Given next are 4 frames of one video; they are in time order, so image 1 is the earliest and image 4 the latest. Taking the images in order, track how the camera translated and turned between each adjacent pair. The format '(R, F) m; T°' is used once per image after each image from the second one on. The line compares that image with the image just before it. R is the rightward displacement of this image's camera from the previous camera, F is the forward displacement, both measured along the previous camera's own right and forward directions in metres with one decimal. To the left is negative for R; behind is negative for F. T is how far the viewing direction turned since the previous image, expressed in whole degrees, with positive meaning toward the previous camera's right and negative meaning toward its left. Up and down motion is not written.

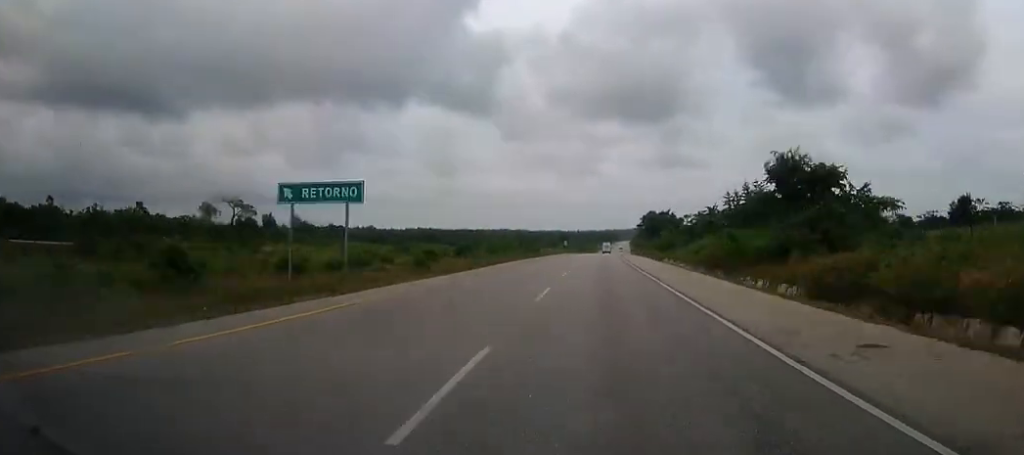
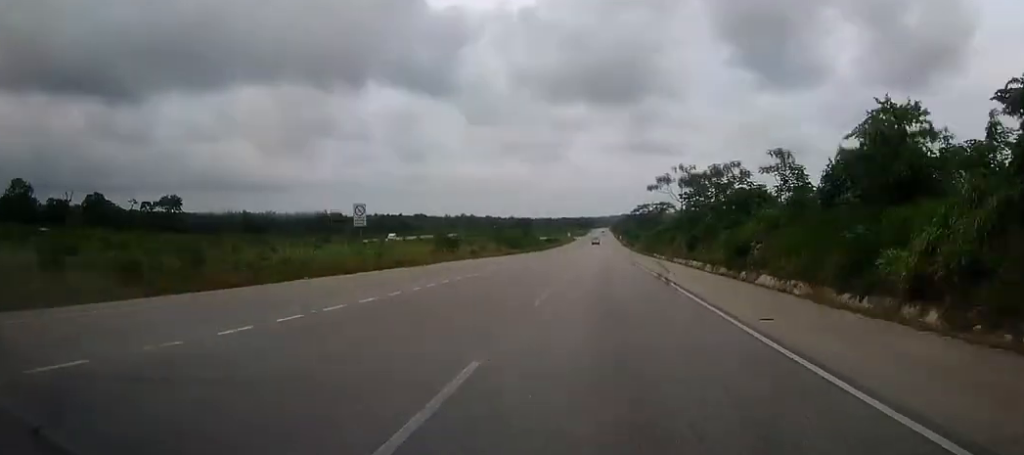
(+2.9, +140.2) m; +2°
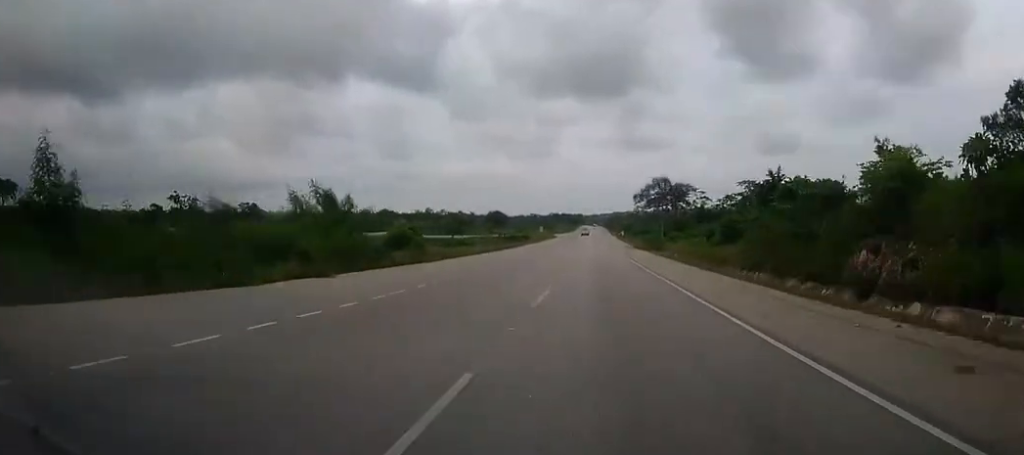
(+0.7, +85.1) m; +1°
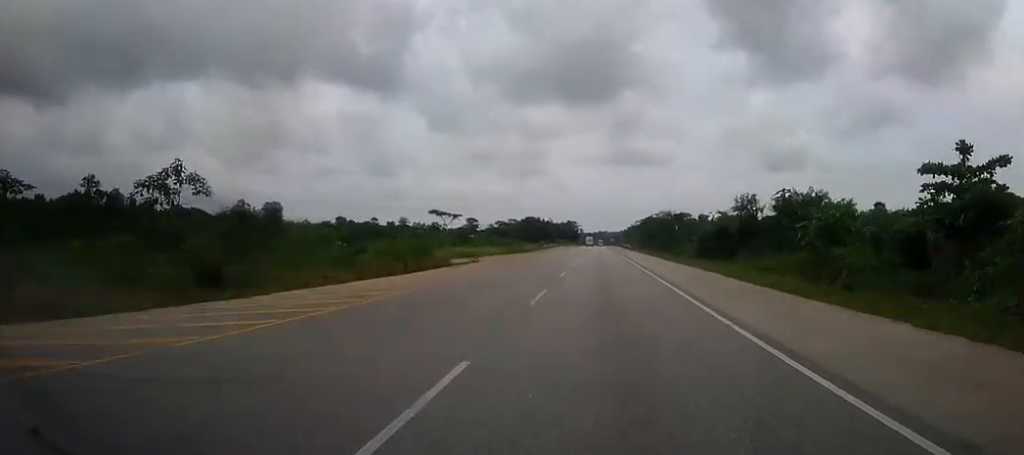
(+0.2, +322.4) m; 0°
